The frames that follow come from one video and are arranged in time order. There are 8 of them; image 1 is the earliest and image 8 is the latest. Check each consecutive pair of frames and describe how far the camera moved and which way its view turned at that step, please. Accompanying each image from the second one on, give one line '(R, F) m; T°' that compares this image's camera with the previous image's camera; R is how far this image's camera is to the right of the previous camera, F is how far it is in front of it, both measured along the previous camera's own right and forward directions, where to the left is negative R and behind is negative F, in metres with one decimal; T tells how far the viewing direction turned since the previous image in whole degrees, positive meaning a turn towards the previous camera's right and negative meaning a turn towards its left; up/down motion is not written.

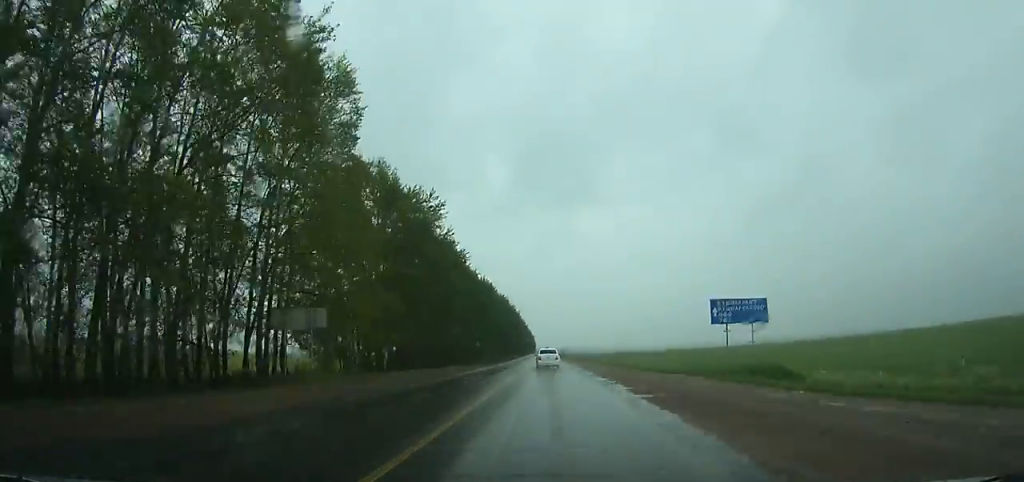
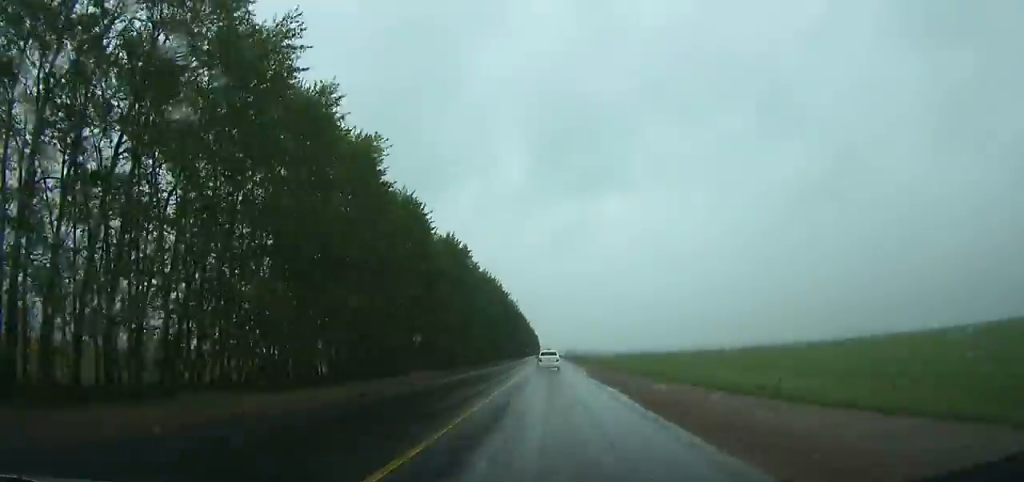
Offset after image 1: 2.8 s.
(-0.7, +47.7) m; -1°
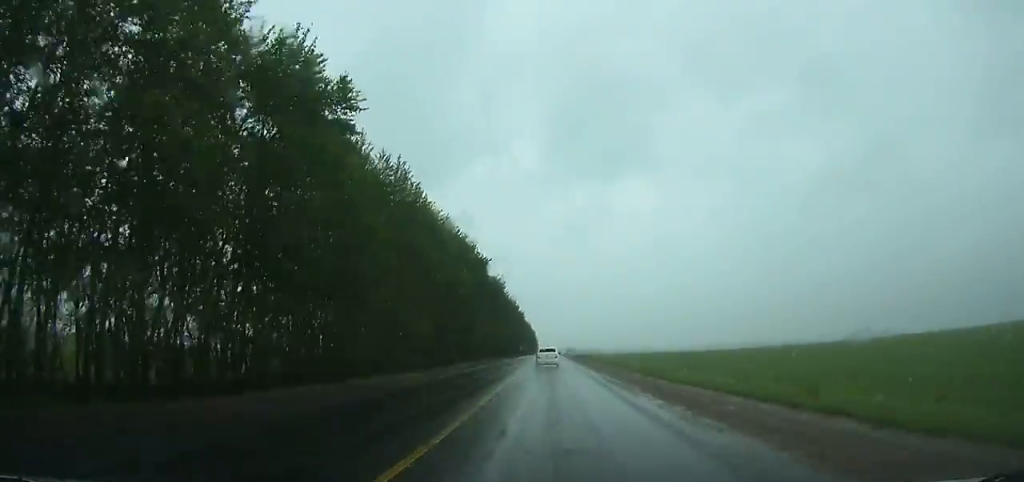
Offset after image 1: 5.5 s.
(0.0, +50.9) m; 0°
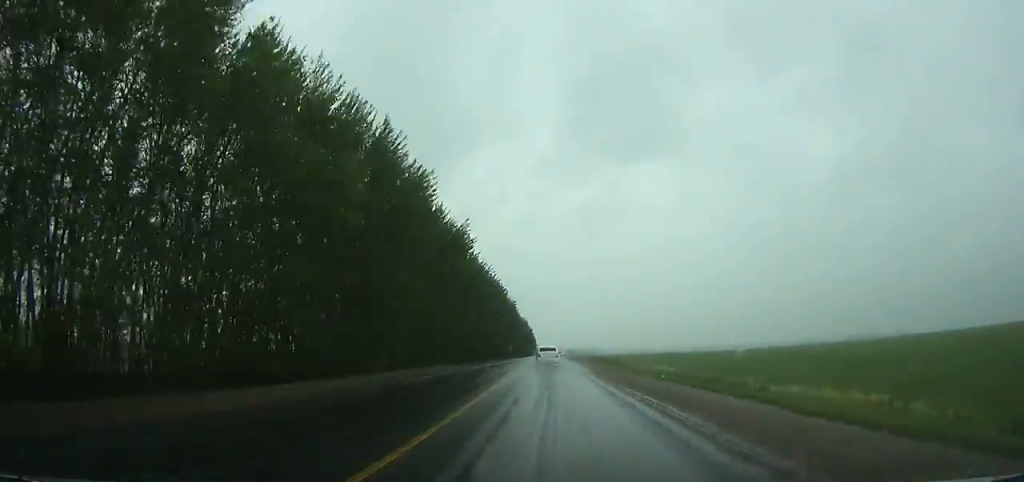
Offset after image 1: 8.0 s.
(0.0, +50.2) m; 0°
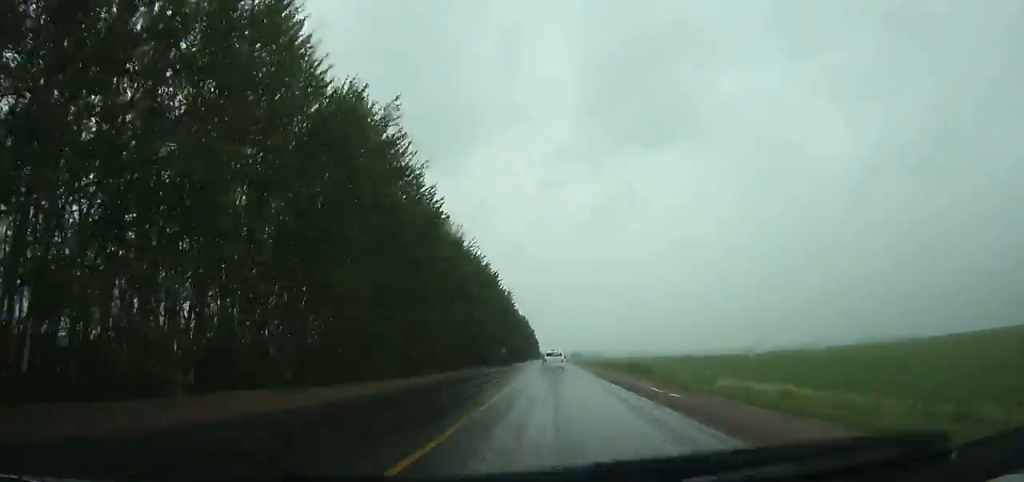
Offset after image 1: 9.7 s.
(0.0, +35.2) m; 0°
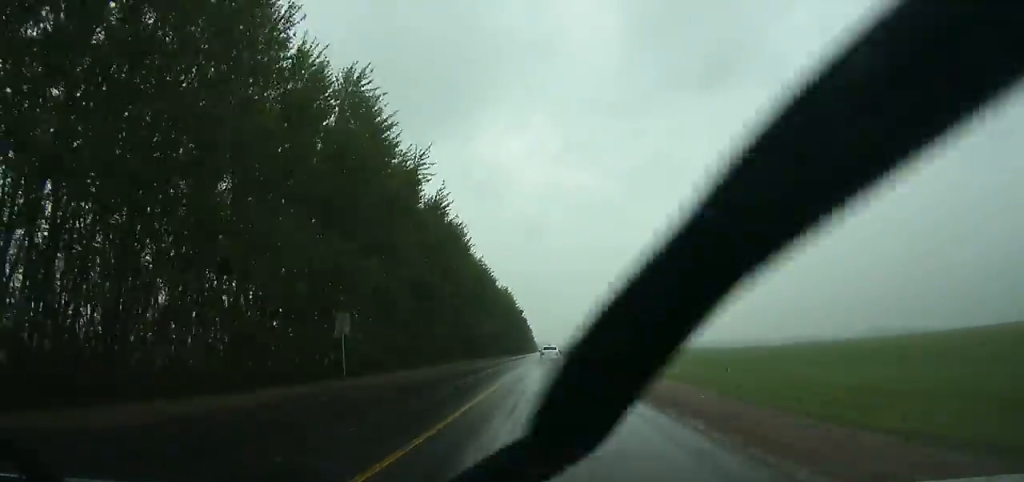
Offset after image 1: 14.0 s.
(-0.1, +86.6) m; 0°
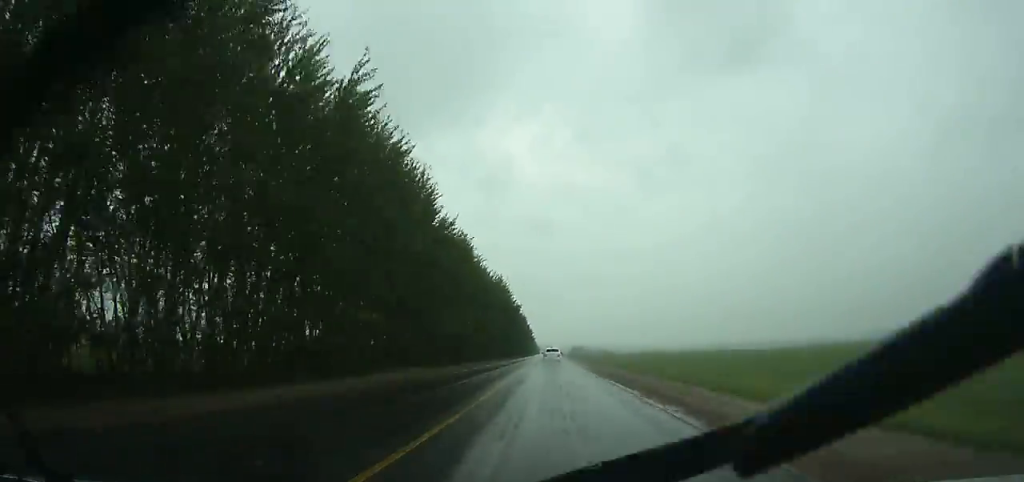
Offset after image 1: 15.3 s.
(0.0, +26.3) m; 0°
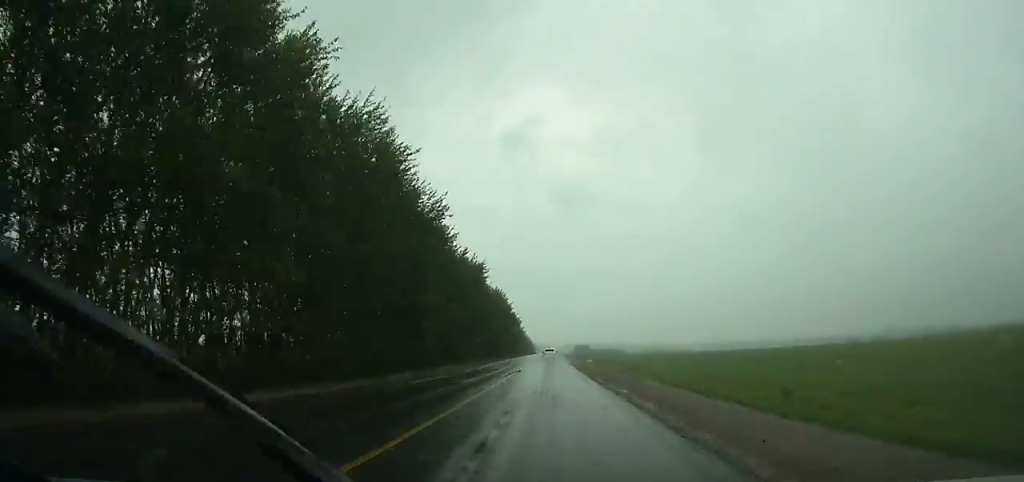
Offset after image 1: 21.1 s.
(+1.1, +121.2) m; 0°
